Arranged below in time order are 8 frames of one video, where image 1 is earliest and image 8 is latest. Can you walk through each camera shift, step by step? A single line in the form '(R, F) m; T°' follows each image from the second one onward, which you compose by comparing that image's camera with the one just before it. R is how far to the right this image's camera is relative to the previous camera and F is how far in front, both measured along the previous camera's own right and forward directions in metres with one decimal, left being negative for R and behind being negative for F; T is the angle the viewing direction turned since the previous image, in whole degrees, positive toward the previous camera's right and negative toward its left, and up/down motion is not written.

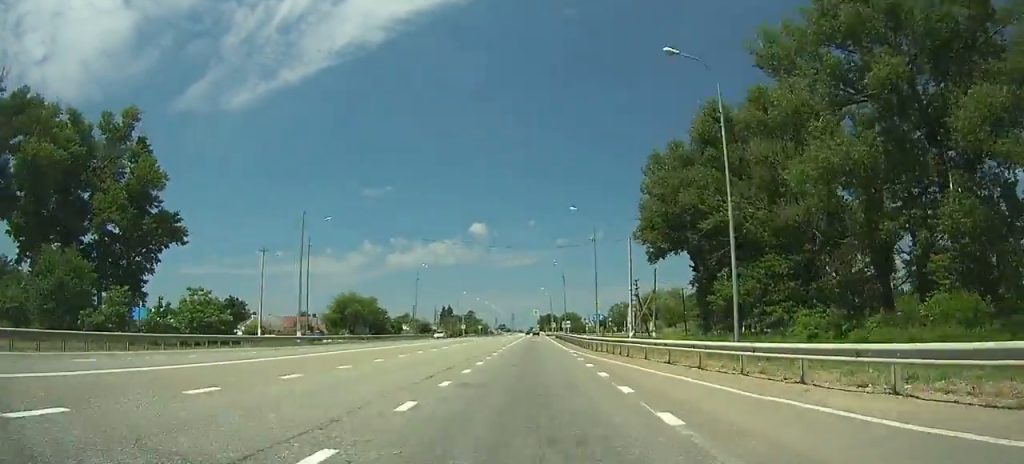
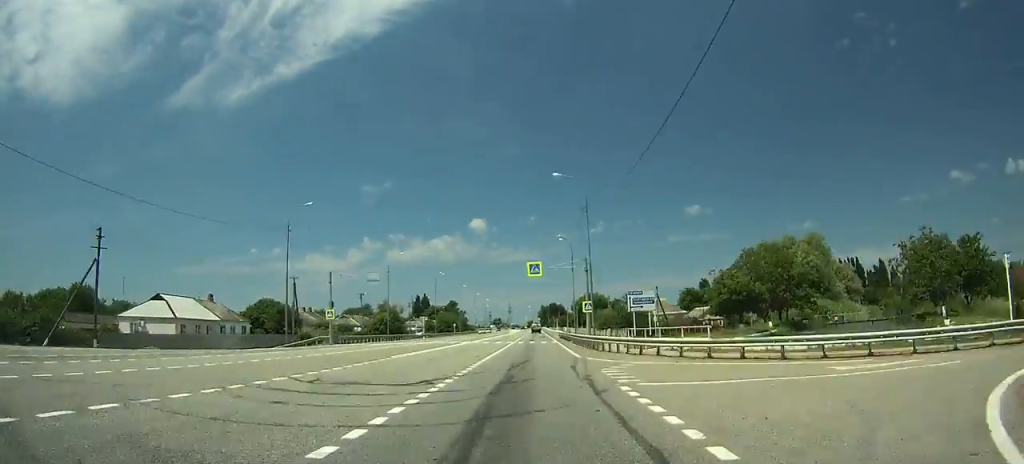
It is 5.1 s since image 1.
(+0.2, +105.0) m; 0°
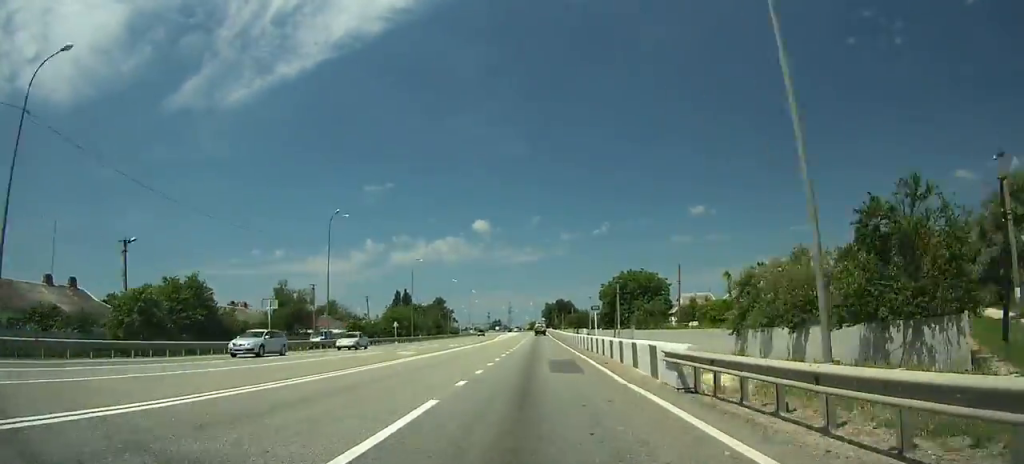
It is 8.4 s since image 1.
(0.0, +62.7) m; 0°
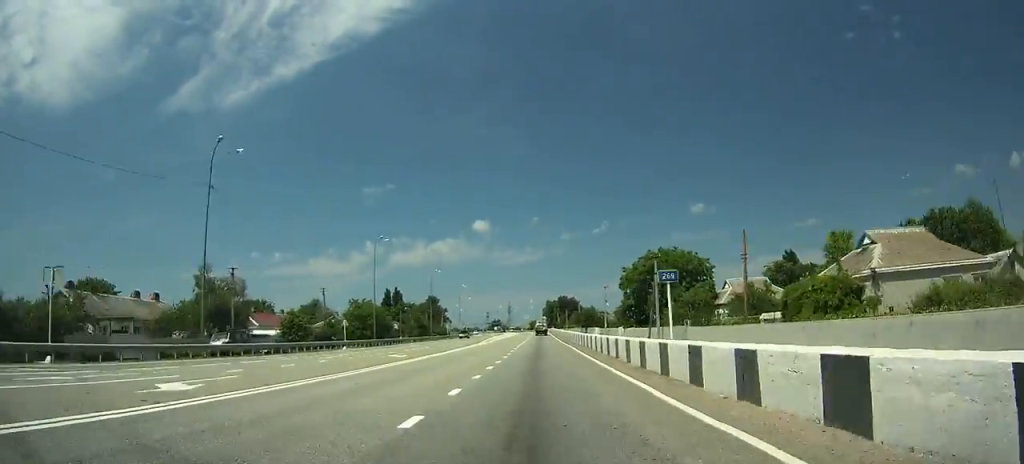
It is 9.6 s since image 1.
(0.0, +22.1) m; 0°
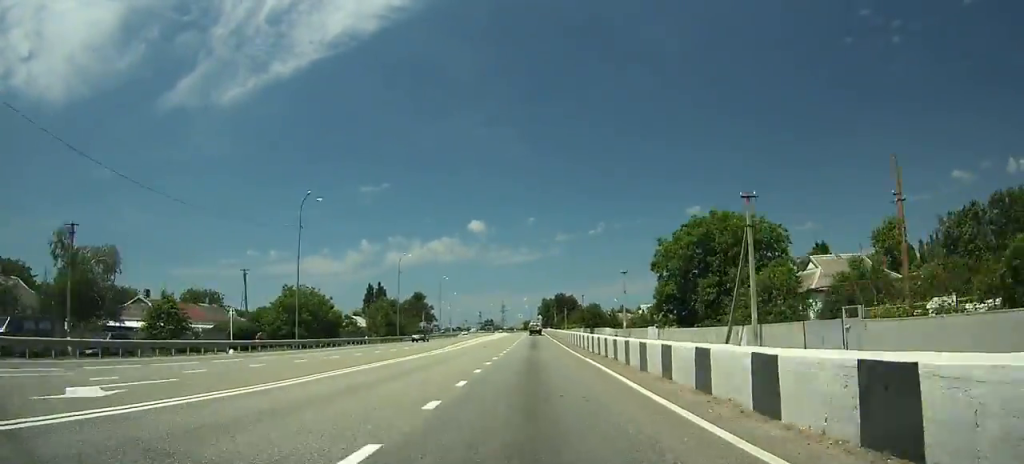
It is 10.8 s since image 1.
(0.0, +21.6) m; 0°
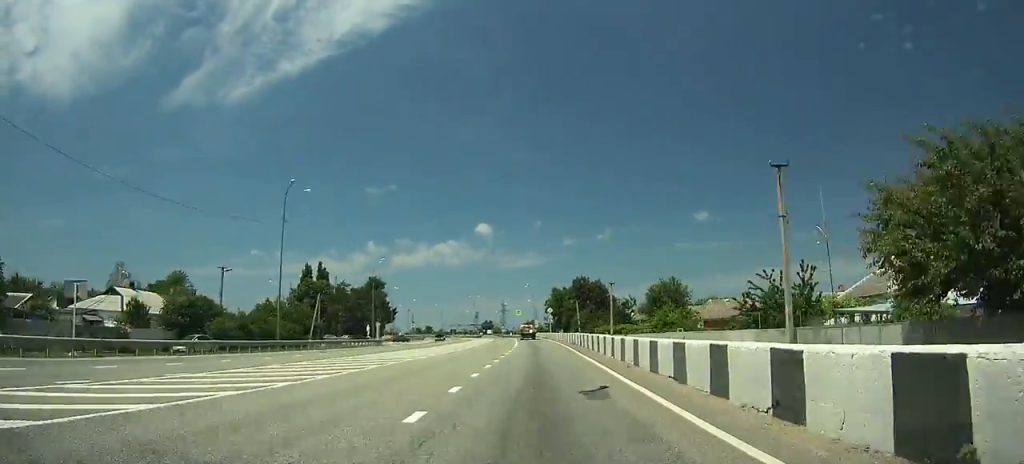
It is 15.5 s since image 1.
(-0.2, +81.0) m; -1°
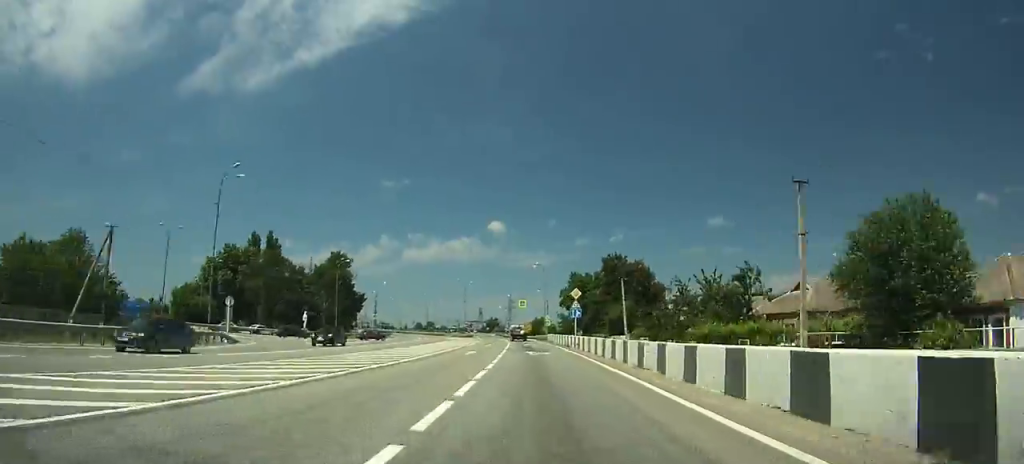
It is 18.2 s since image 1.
(-0.3, +44.7) m; -1°
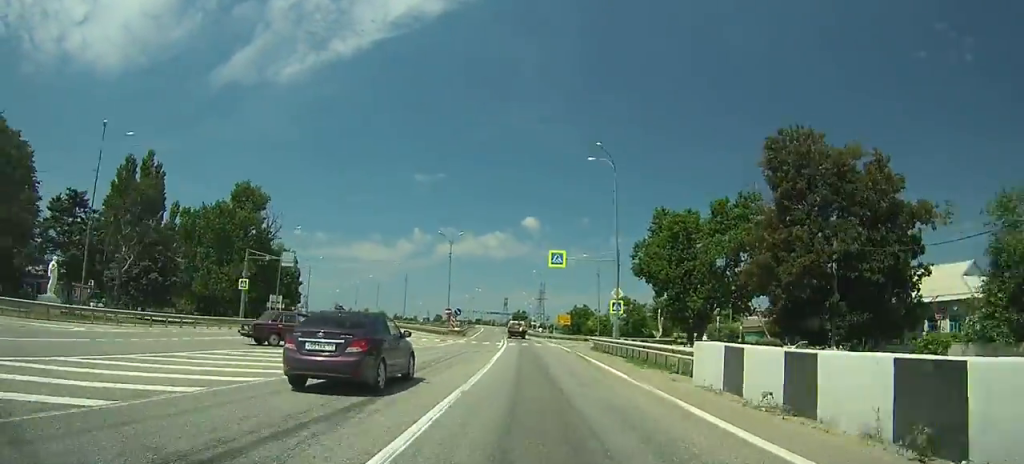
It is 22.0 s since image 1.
(-0.9, +61.1) m; -3°
